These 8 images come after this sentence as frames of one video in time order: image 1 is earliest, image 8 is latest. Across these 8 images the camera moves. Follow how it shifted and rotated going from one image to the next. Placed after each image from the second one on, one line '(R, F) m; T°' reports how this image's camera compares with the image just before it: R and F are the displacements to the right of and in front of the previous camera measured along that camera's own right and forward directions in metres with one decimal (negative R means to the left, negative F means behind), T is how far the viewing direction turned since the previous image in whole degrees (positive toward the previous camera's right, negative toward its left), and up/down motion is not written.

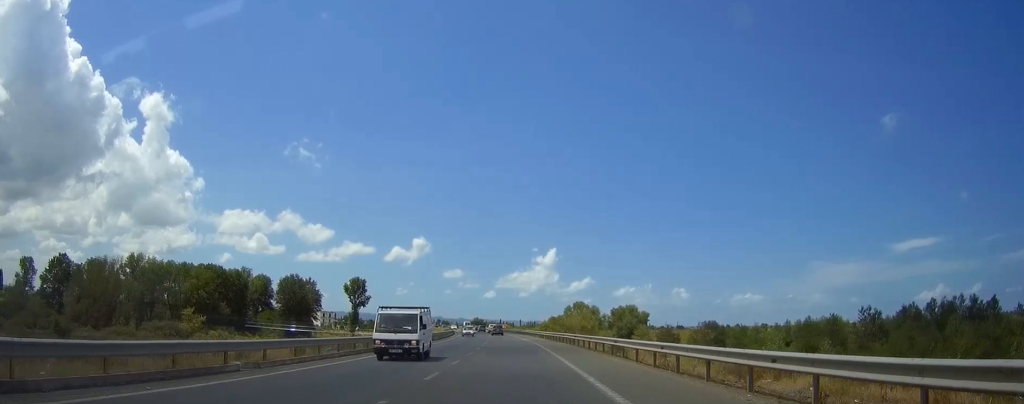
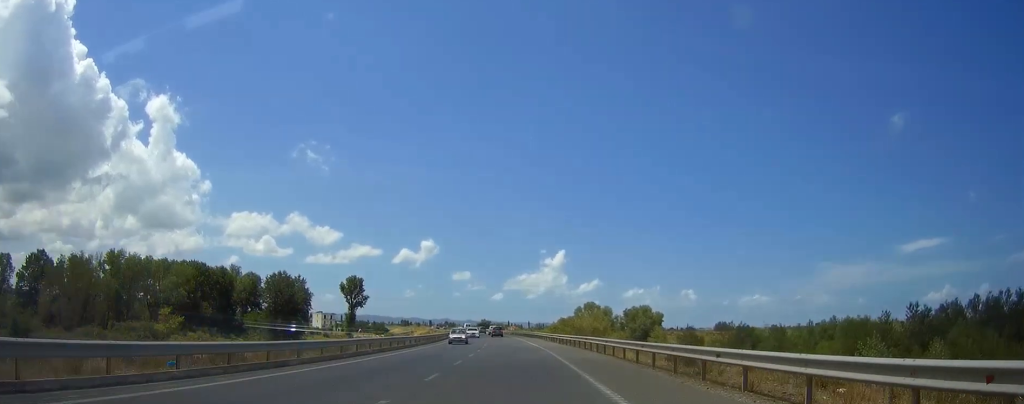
(-0.1, +14.9) m; -1°
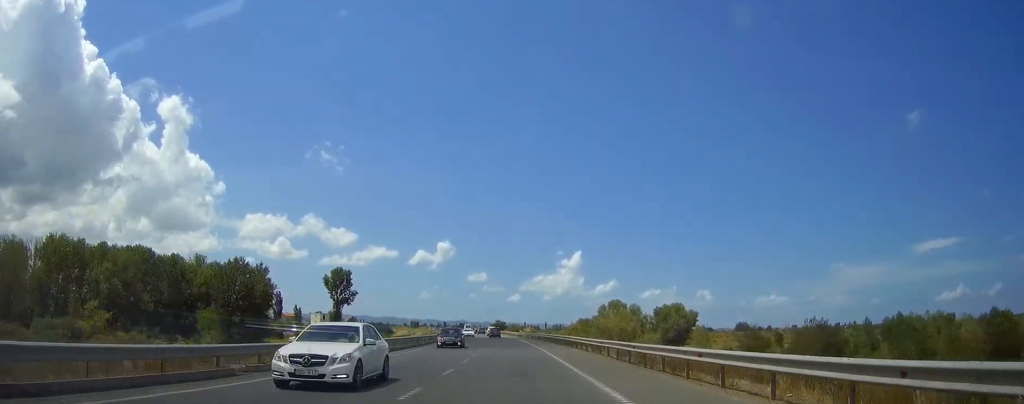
(-0.5, +33.9) m; -1°
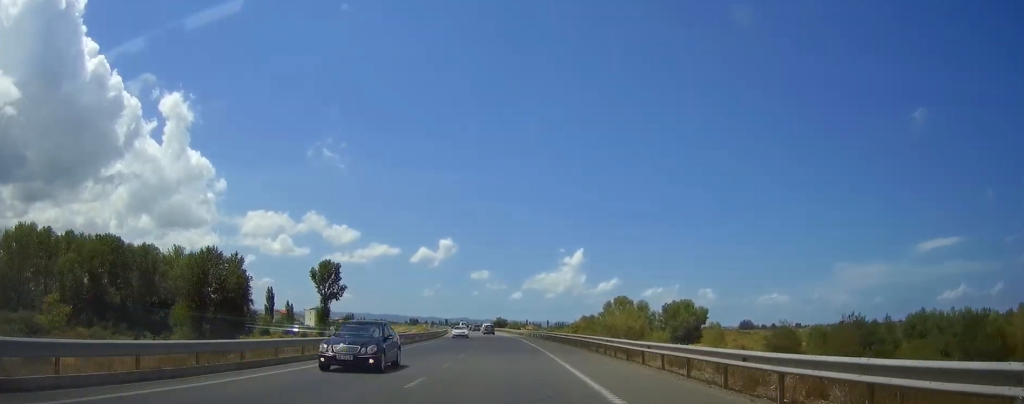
(0.0, +12.8) m; 0°
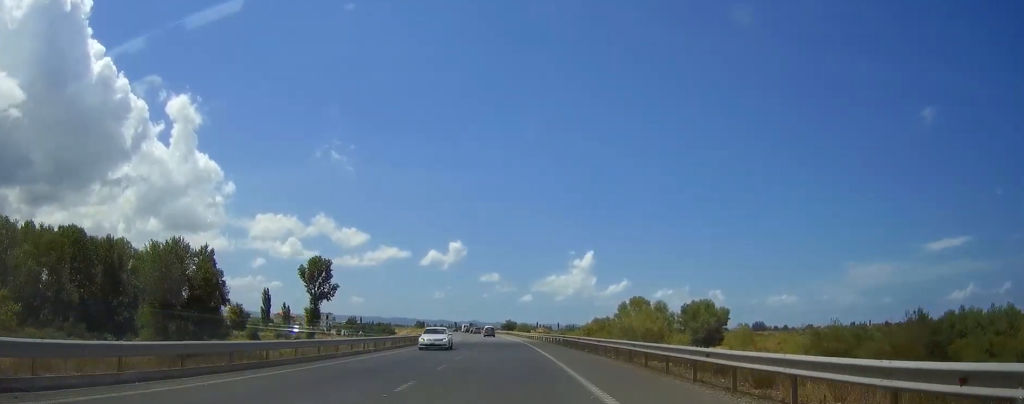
(0.0, +15.6) m; -1°
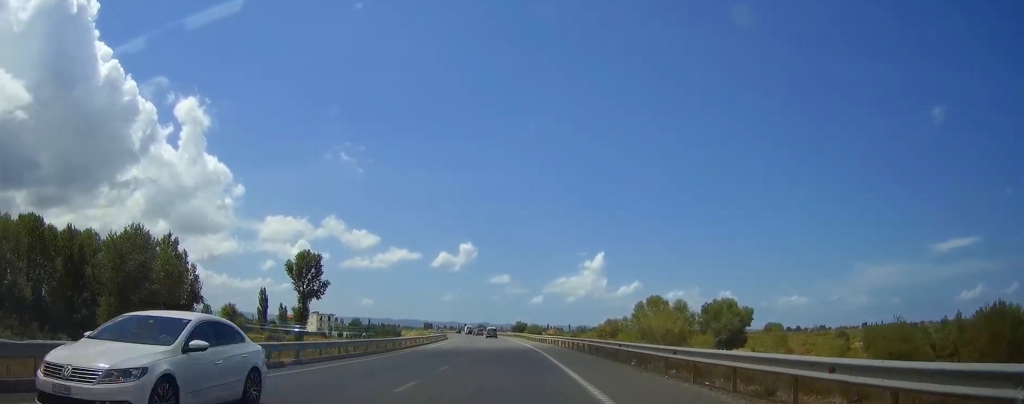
(-0.1, +15.0) m; -1°
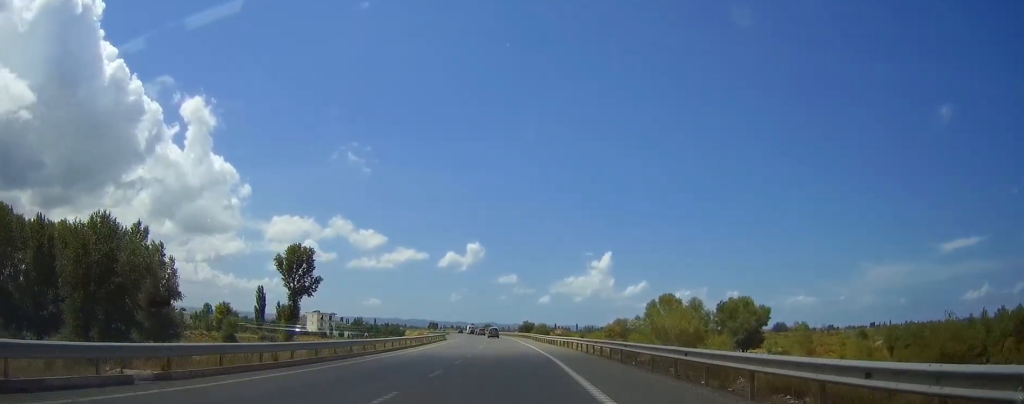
(-0.1, +10.0) m; 0°
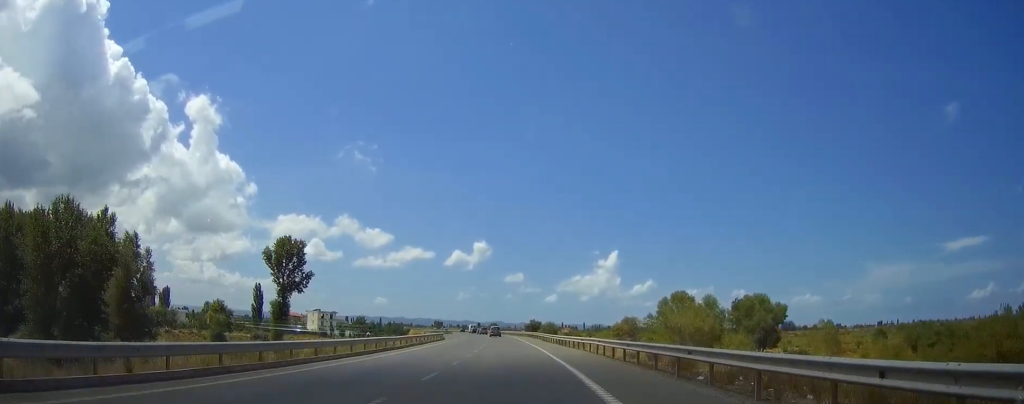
(0.0, +9.3) m; 0°
